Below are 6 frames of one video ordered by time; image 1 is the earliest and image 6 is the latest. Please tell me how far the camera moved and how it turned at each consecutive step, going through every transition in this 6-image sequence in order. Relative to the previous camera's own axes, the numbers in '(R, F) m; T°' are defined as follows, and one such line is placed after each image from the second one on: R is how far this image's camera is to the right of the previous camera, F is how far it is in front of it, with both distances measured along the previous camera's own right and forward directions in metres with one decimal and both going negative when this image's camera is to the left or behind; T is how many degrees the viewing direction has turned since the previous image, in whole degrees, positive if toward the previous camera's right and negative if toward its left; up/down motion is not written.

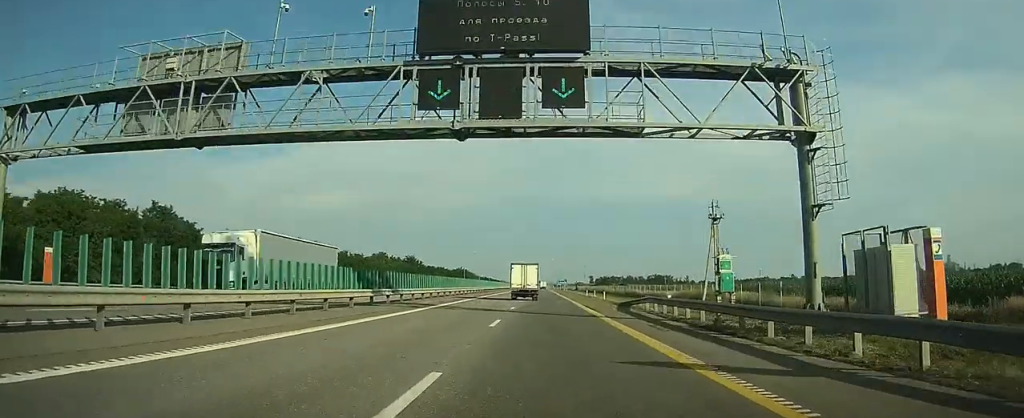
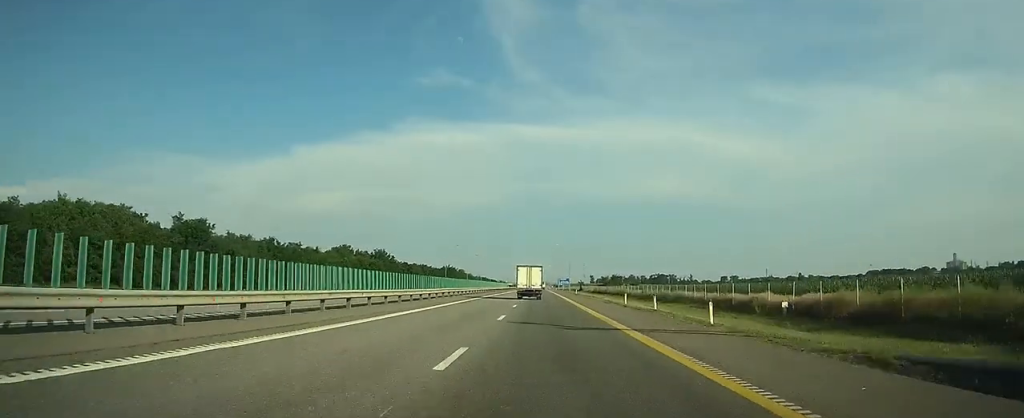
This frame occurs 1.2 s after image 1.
(+0.1, +32.9) m; 0°
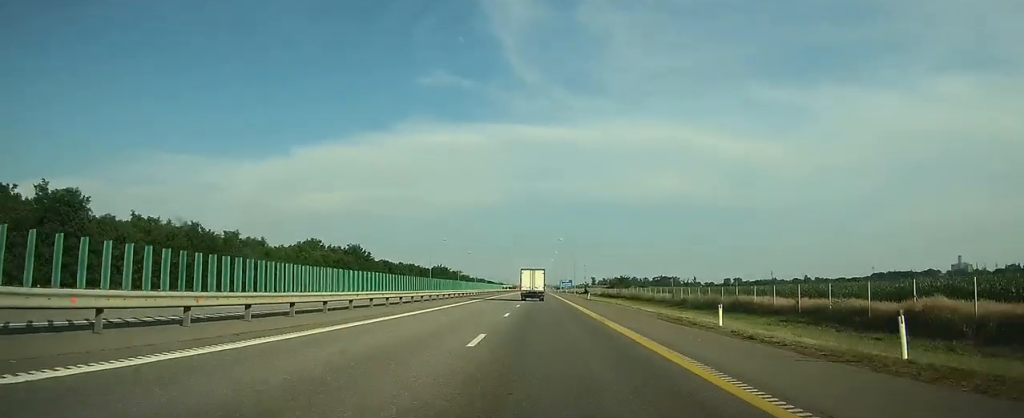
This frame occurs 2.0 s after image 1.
(0.0, +20.5) m; 0°
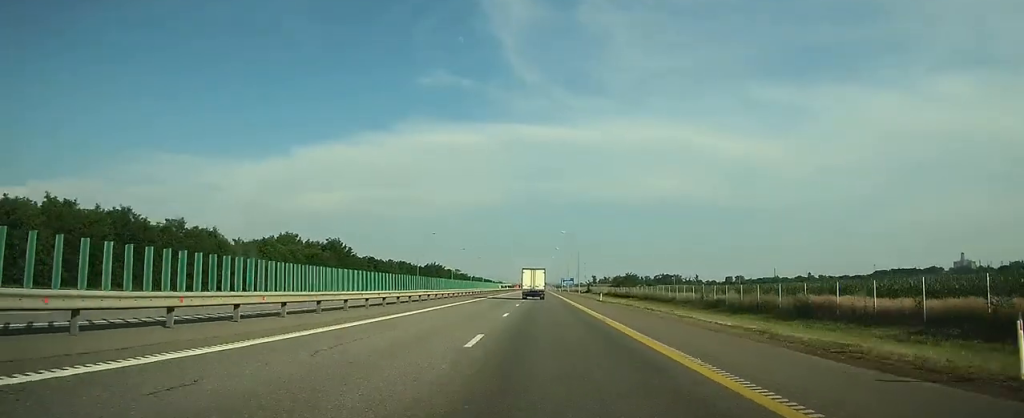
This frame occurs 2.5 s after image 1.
(0.0, +12.5) m; 0°
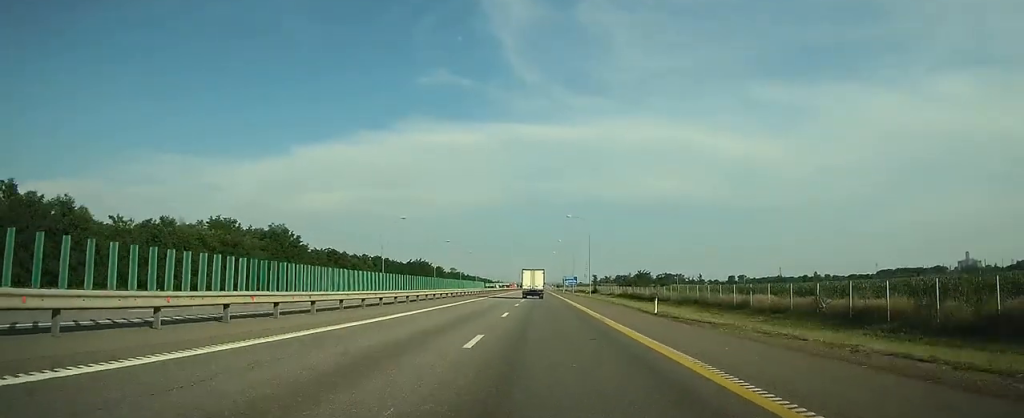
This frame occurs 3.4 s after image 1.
(+0.1, +24.3) m; 0°
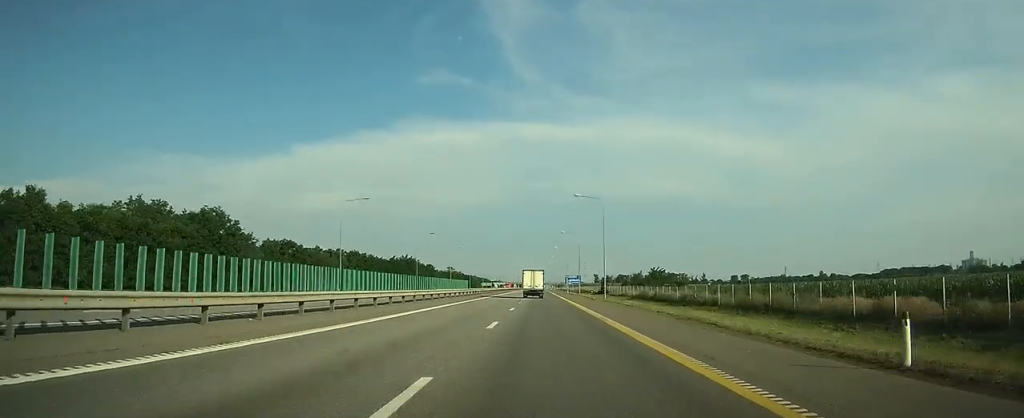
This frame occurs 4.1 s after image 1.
(0.0, +18.9) m; 0°
